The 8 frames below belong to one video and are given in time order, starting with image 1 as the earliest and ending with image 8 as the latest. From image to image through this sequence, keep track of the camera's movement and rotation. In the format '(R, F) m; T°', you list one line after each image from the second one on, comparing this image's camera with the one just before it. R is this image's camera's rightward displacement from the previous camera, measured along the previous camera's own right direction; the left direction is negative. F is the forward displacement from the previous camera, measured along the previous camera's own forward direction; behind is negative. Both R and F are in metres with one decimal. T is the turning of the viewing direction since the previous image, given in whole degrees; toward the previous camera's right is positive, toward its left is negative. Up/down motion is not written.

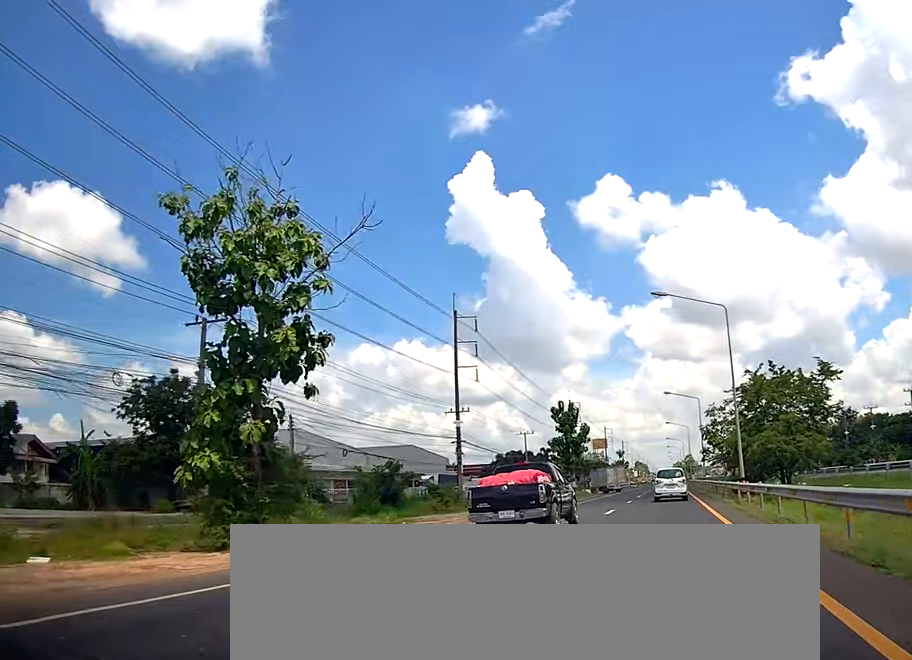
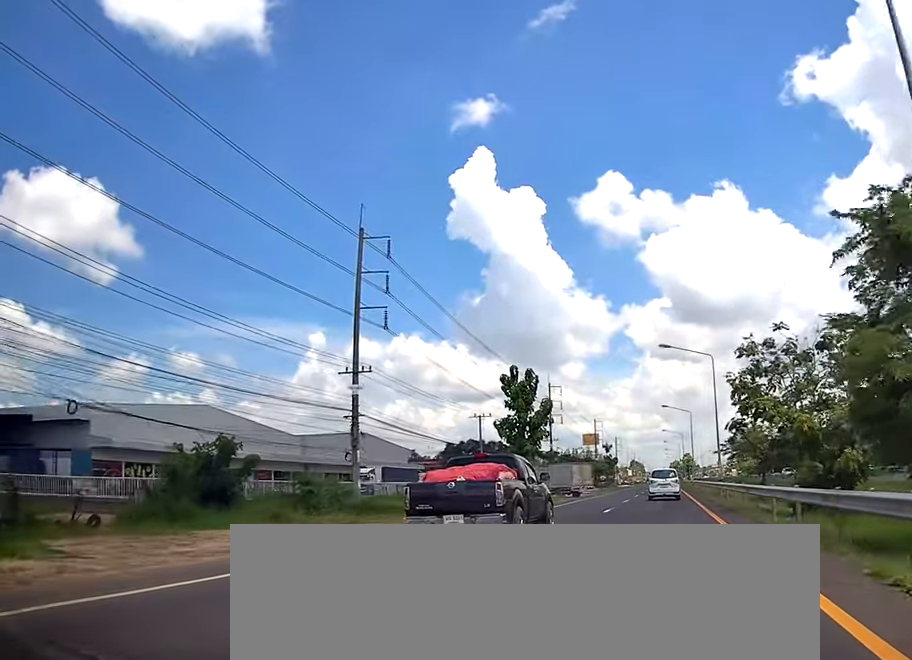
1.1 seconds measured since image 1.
(-0.1, +23.9) m; 0°
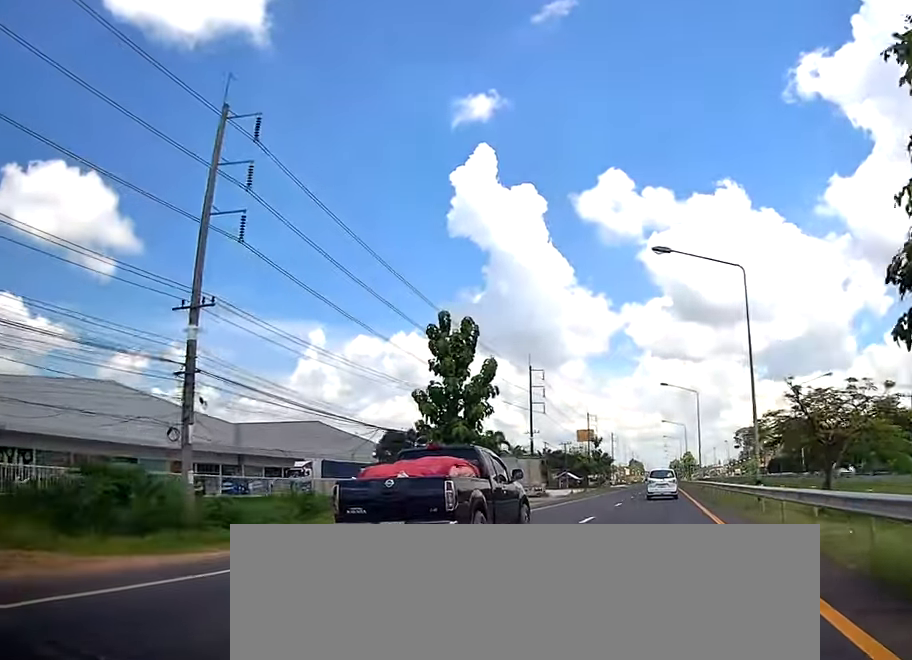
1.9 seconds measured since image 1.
(+0.1, +18.3) m; 0°
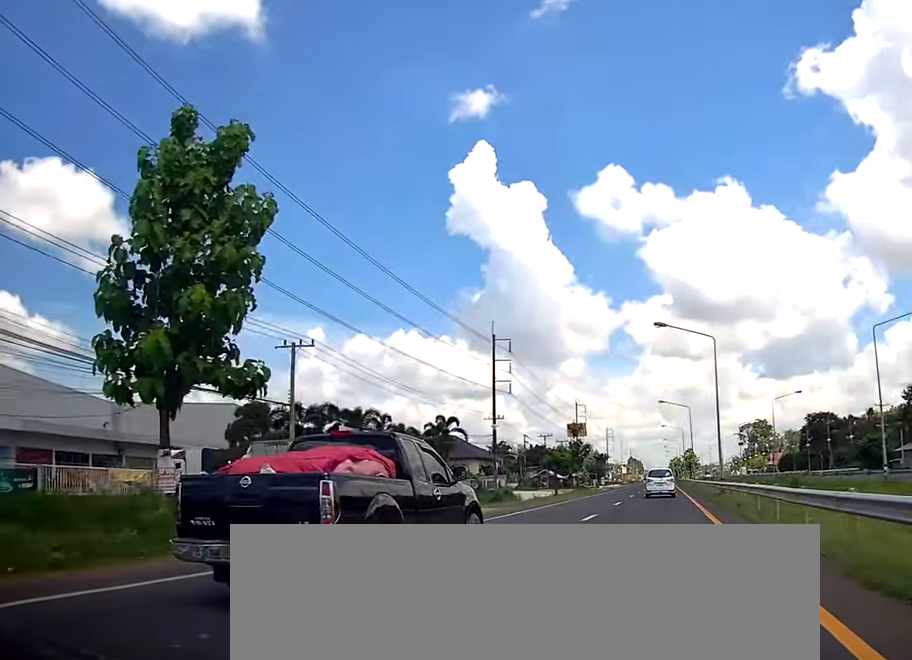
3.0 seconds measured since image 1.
(0.0, +23.4) m; 0°
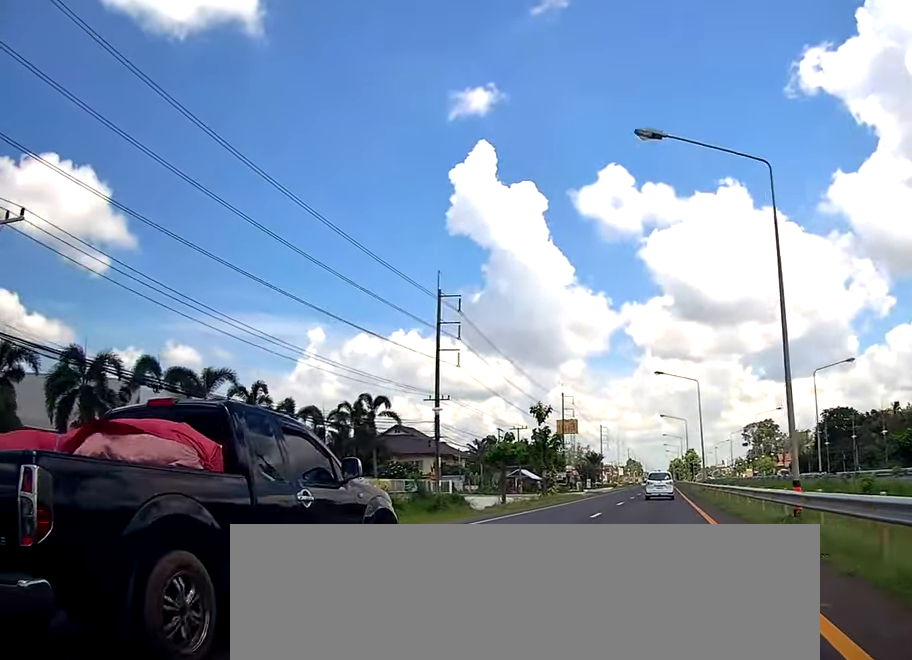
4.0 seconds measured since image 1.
(0.0, +21.4) m; 0°
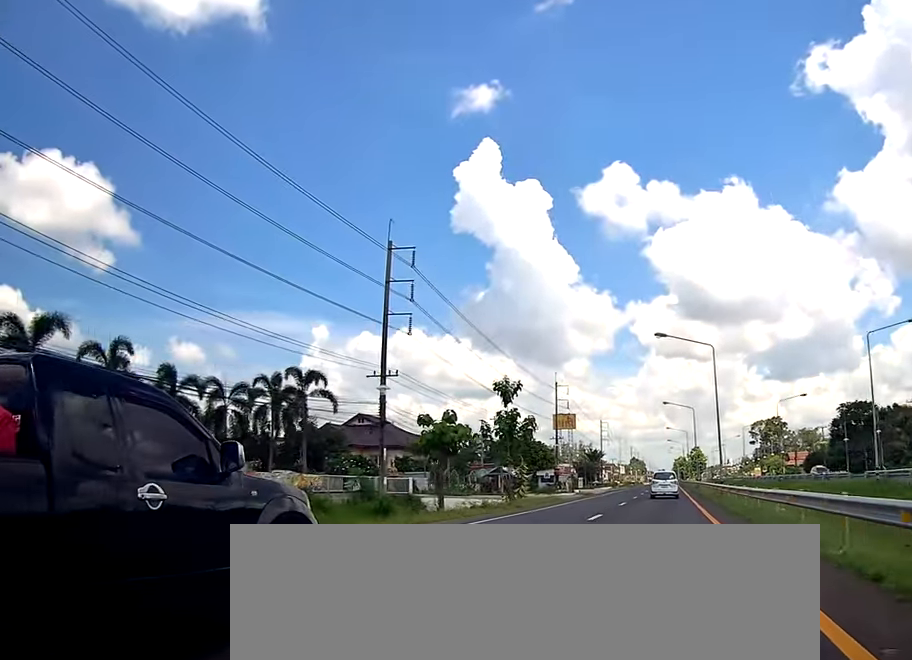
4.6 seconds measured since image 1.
(0.0, +13.5) m; 0°
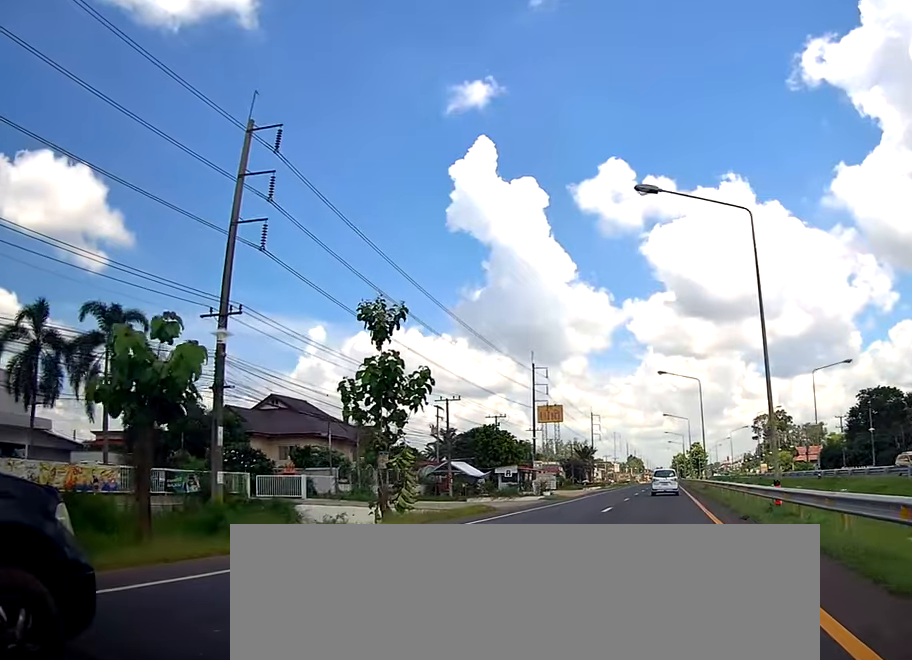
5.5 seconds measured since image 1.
(0.0, +19.8) m; 0°
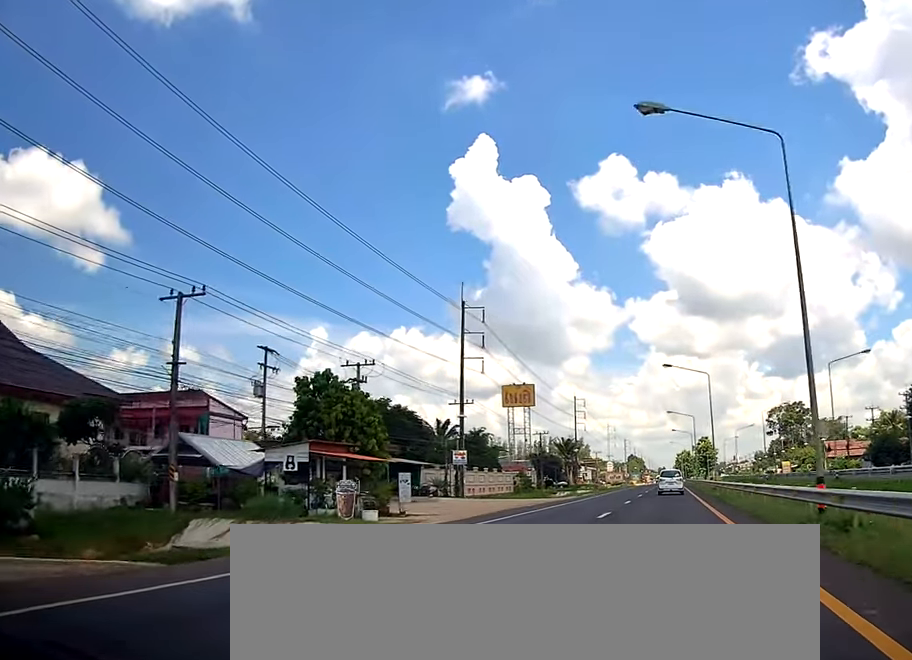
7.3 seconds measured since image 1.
(+0.1, +39.9) m; 0°
